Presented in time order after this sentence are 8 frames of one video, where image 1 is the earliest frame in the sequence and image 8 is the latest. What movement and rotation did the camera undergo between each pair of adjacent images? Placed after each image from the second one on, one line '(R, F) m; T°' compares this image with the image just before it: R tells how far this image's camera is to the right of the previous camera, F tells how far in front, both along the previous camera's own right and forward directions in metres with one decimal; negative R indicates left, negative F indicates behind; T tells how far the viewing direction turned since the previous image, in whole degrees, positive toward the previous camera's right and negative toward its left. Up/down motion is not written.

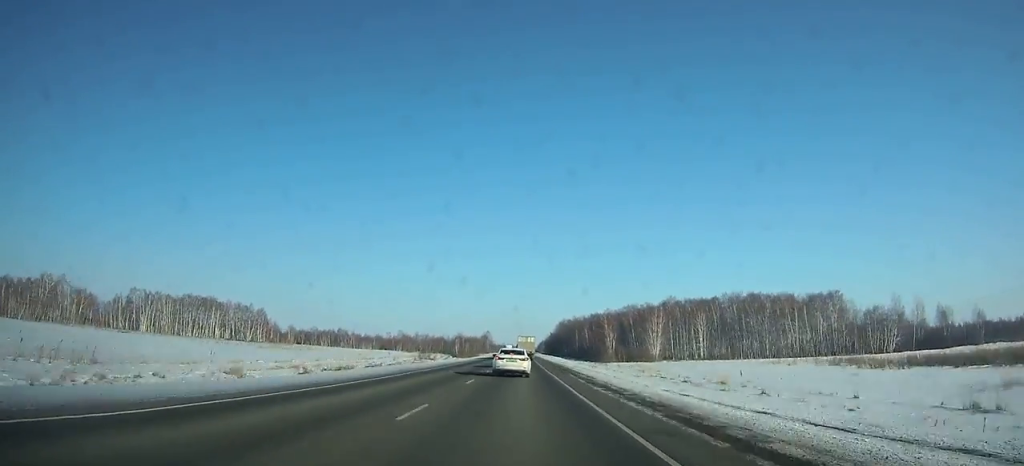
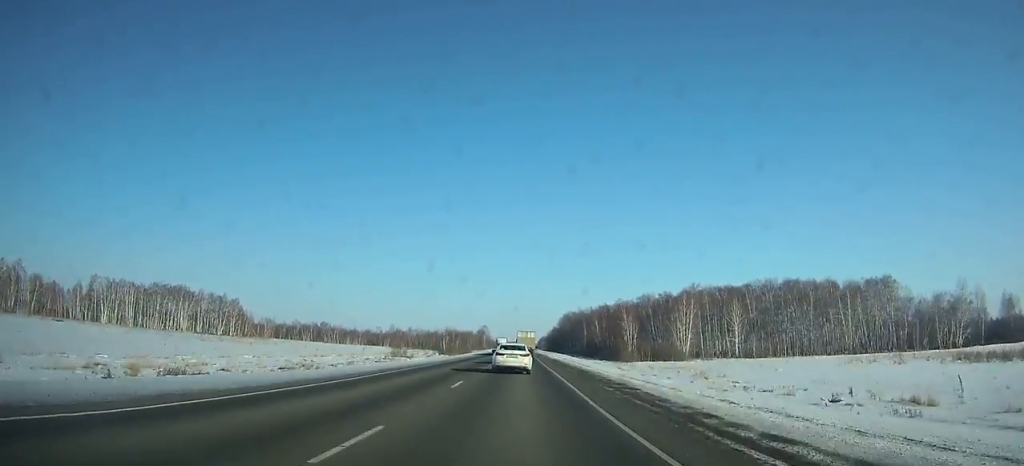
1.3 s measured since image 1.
(-0.1, +29.4) m; 0°
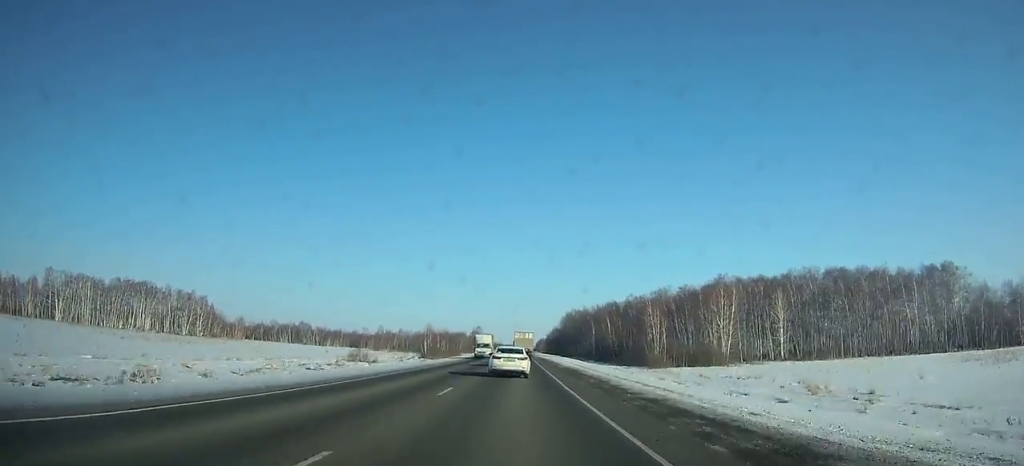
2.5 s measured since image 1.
(-0.1, +26.9) m; 0°
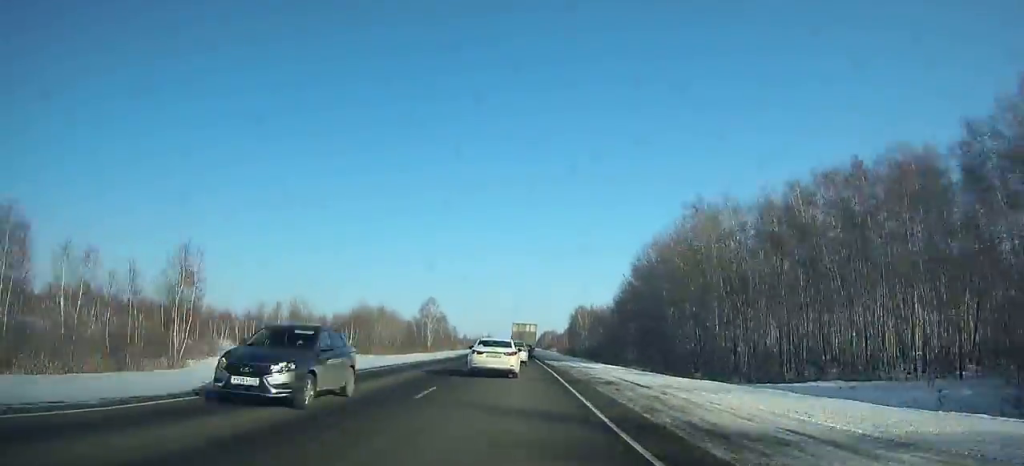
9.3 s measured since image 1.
(+0.6, +143.1) m; 0°
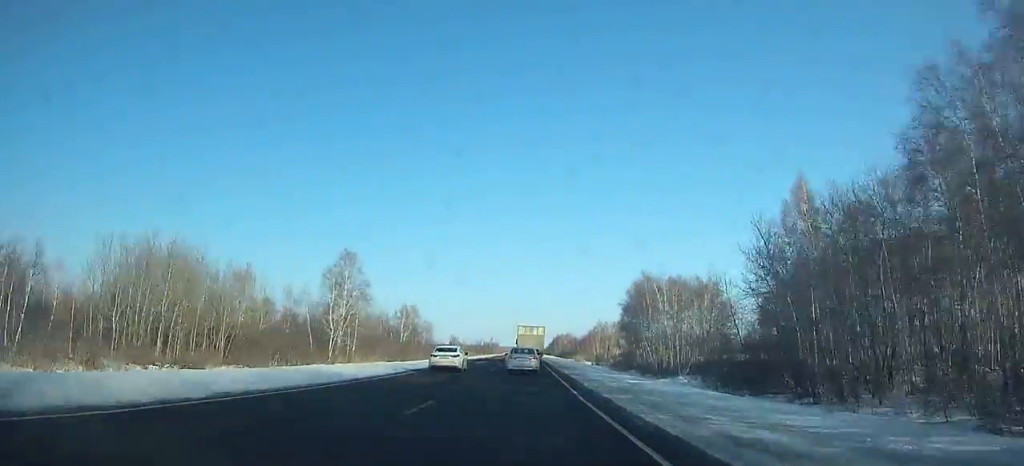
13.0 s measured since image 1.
(-0.2, +74.9) m; 0°
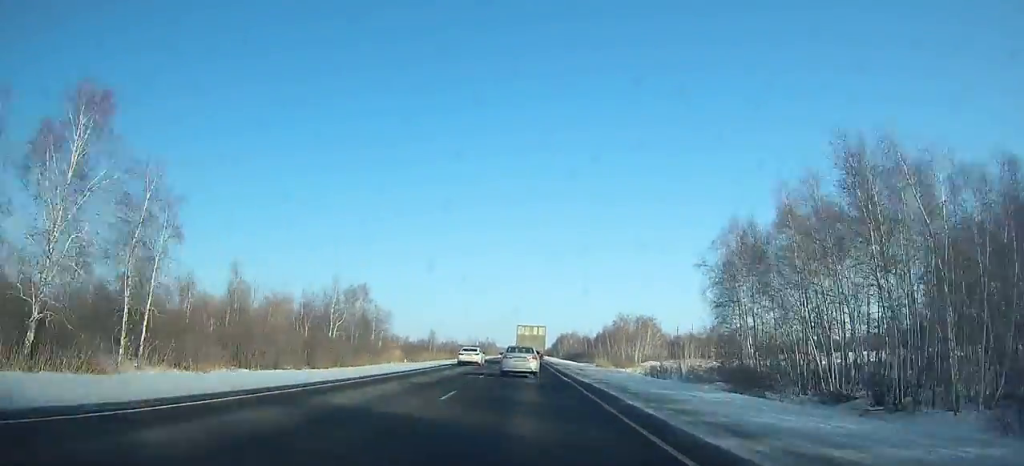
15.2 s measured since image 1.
(0.0, +44.3) m; 0°
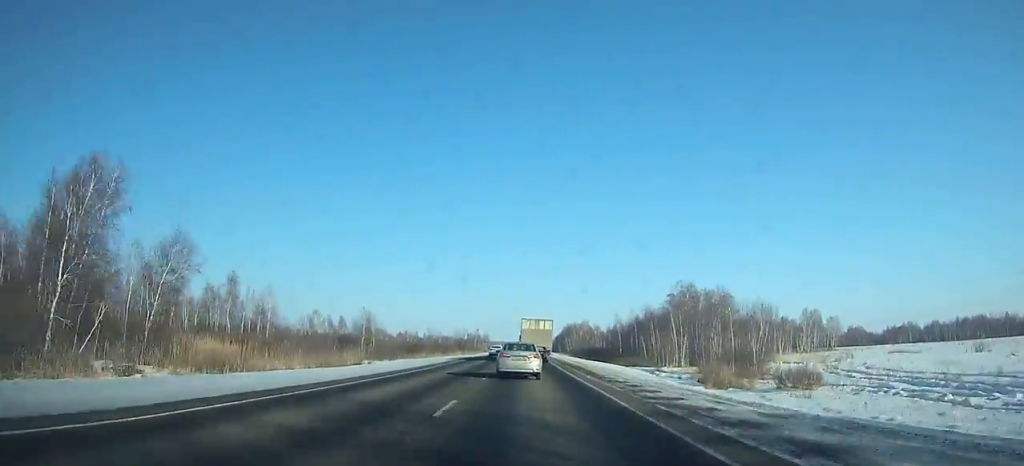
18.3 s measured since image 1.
(+0.2, +62.2) m; 0°
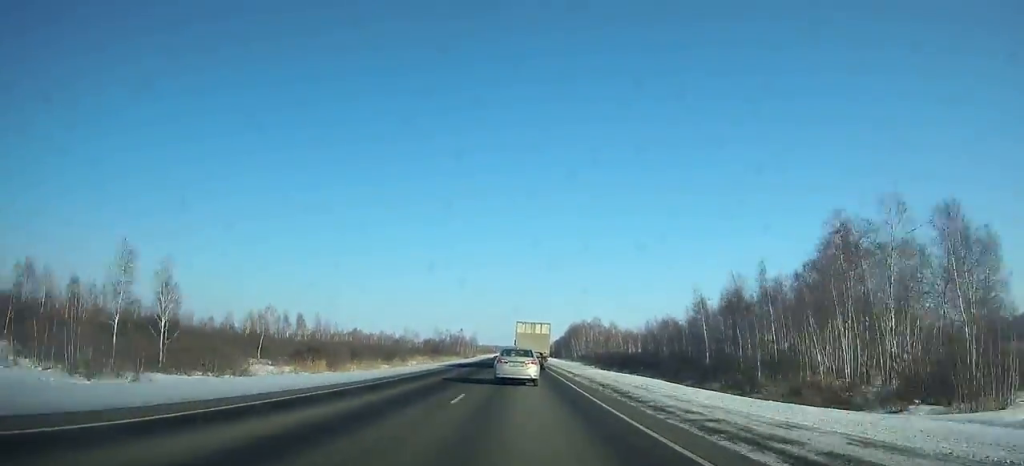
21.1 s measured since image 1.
(+0.2, +56.0) m; 0°
